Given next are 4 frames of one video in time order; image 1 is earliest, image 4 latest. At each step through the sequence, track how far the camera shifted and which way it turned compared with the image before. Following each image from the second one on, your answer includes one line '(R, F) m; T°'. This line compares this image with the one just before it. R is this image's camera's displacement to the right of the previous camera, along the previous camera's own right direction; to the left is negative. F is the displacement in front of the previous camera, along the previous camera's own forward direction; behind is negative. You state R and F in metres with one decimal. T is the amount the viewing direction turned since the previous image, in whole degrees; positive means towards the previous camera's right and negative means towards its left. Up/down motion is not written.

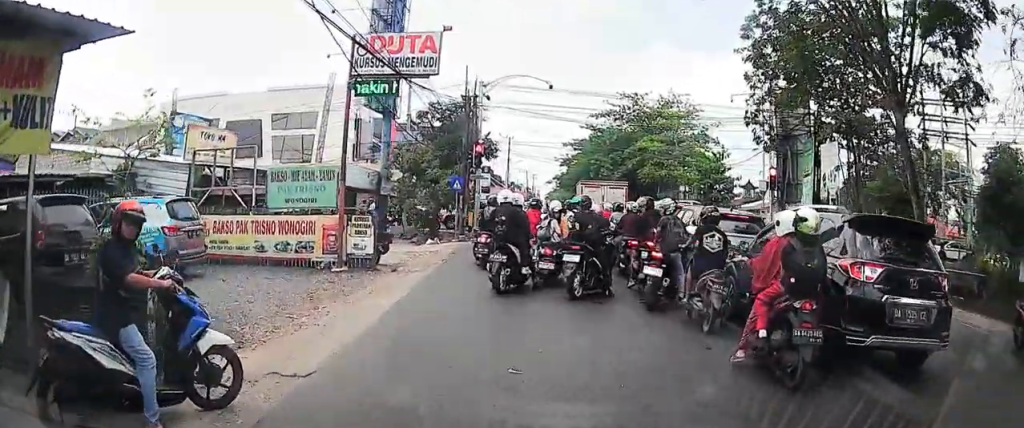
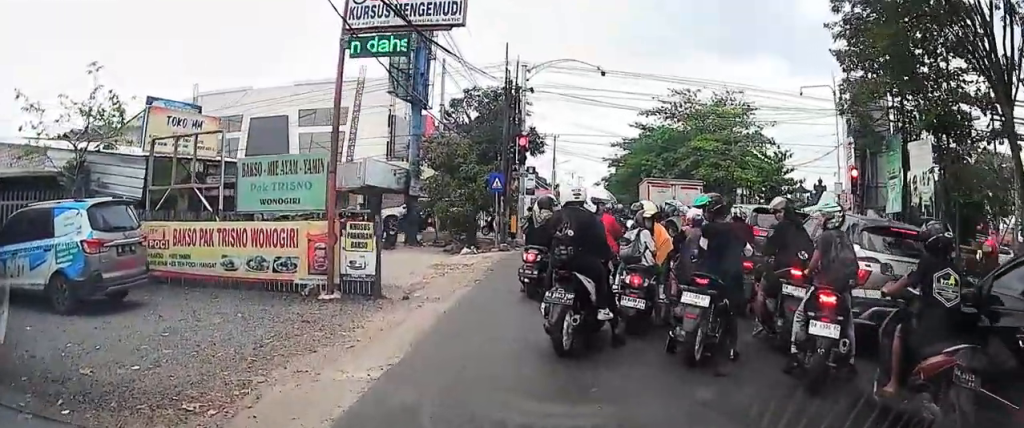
(0.0, +8.9) m; -4°
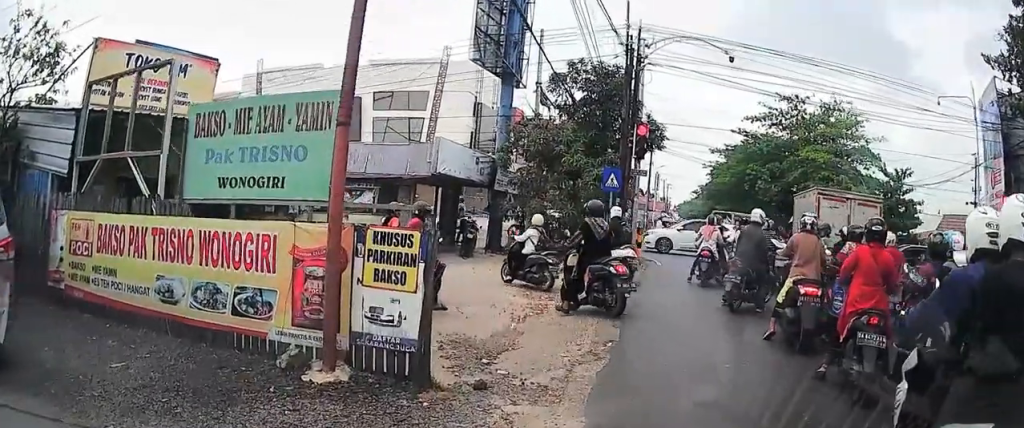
(-1.5, +8.2) m; -14°
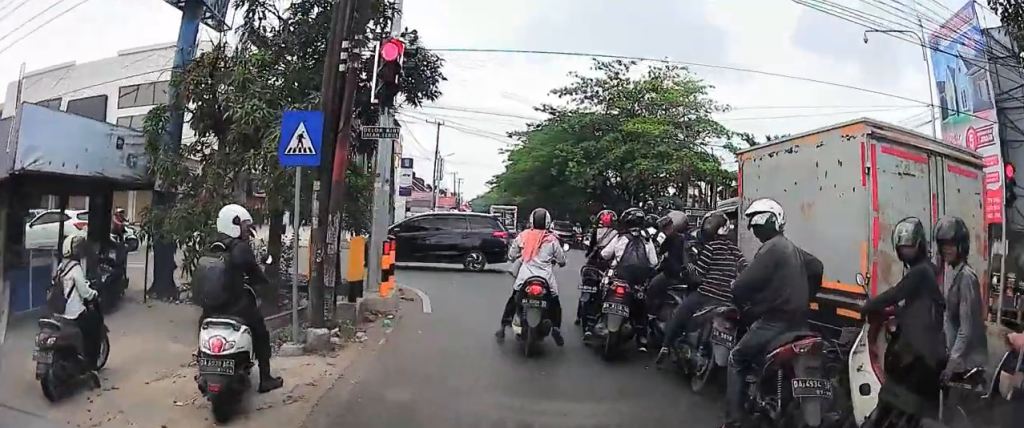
(+0.4, +5.2) m; +13°
